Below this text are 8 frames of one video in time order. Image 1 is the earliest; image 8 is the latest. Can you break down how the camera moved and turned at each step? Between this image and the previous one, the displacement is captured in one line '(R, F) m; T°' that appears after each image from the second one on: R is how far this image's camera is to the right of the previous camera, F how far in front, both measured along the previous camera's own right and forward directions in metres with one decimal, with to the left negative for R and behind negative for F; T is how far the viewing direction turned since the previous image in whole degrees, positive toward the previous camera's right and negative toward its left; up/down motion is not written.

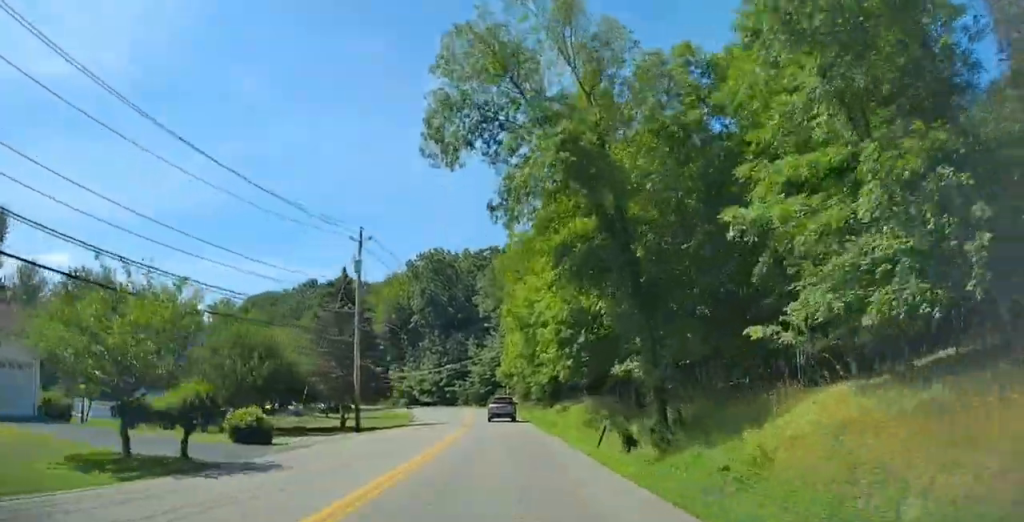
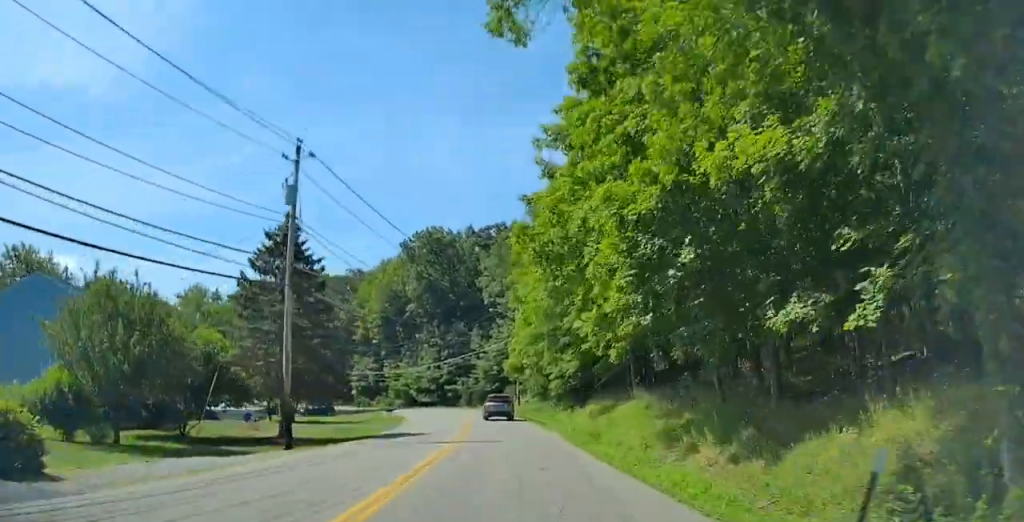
(+0.1, +14.2) m; +2°
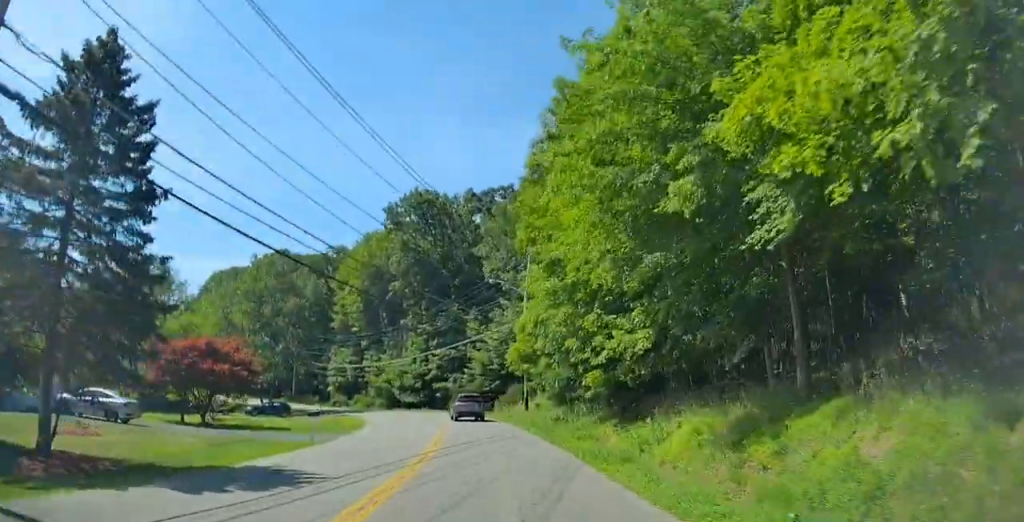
(+0.6, +17.5) m; +1°
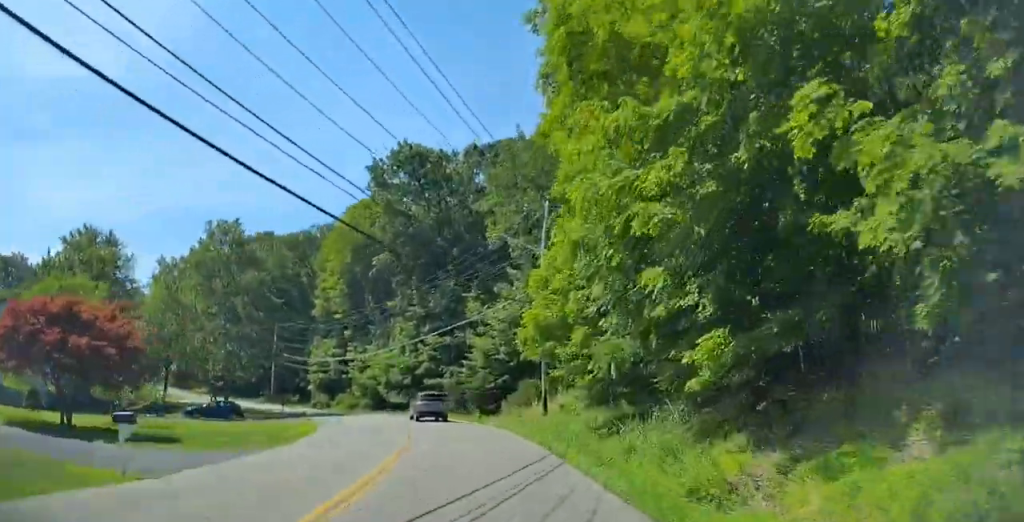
(-0.3, +13.4) m; -1°
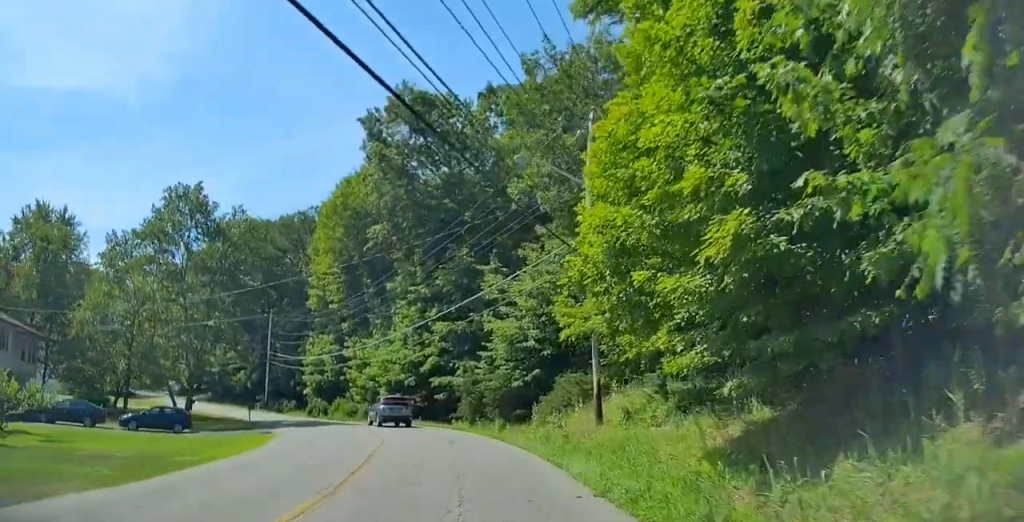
(0.0, +11.6) m; -2°
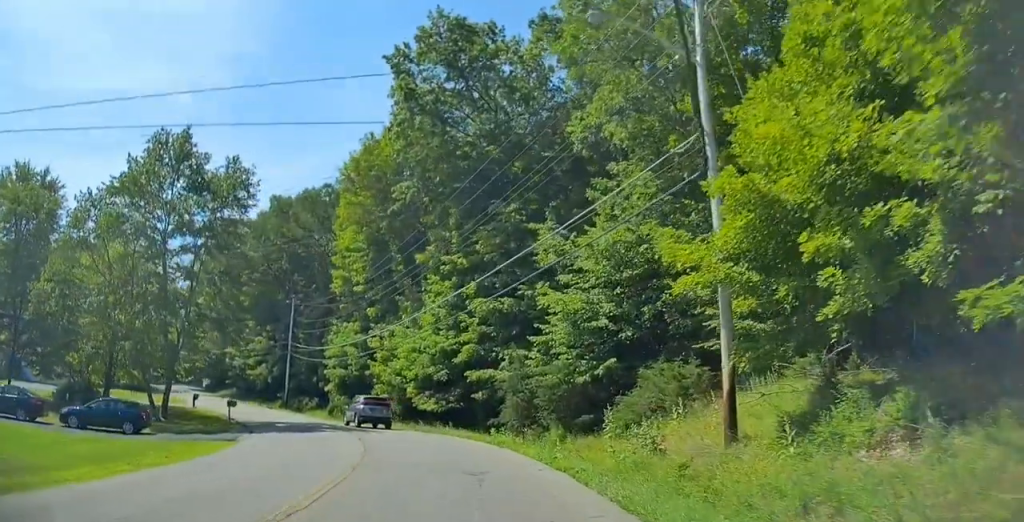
(-0.2, +9.4) m; -3°
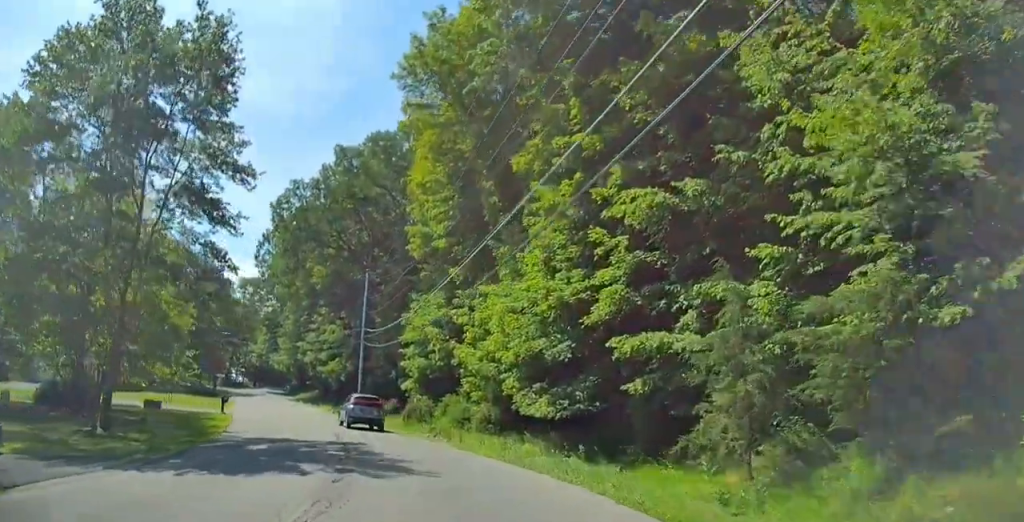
(-0.8, +15.8) m; -8°
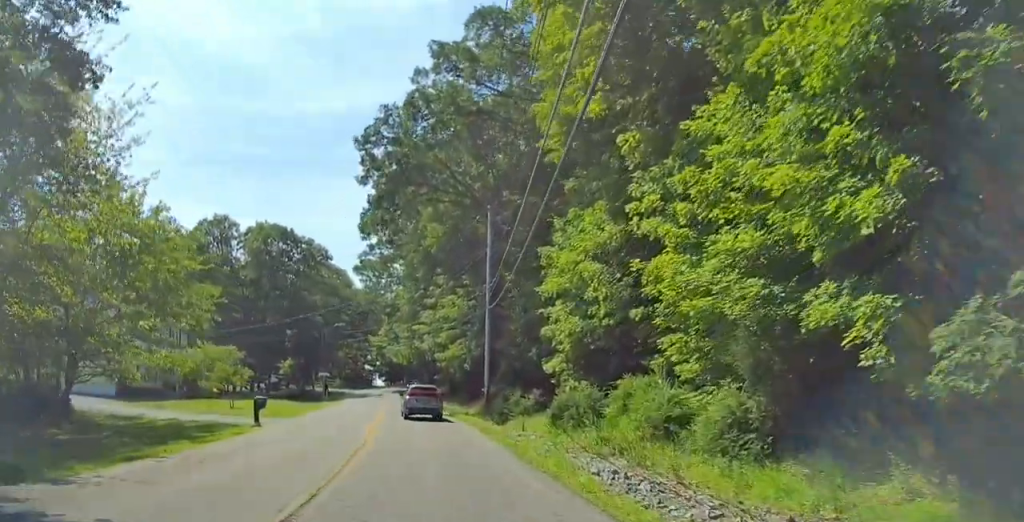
(-1.5, +18.2) m; -7°
